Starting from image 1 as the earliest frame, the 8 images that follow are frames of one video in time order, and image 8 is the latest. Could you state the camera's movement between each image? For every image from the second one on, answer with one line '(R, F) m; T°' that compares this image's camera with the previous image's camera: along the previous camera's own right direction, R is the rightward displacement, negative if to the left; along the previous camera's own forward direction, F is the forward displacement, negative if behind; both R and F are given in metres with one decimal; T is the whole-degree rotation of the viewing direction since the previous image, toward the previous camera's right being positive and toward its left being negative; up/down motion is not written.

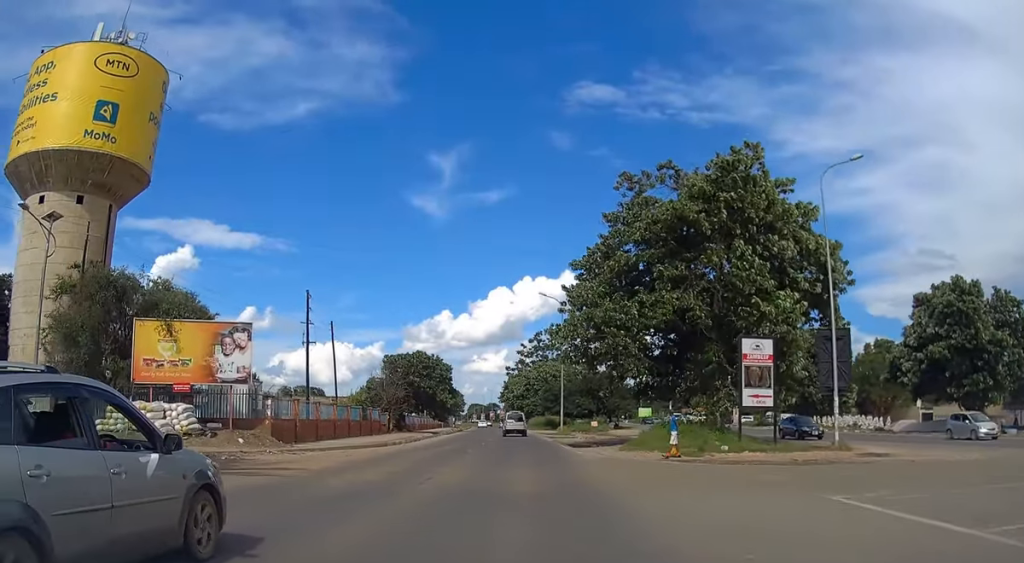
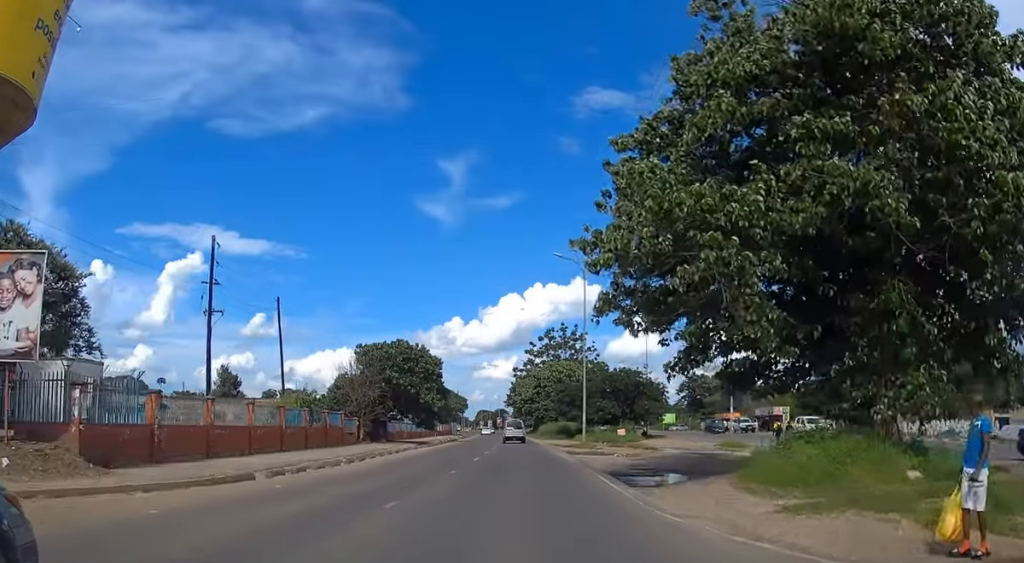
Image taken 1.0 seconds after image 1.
(-0.2, +16.7) m; -1°
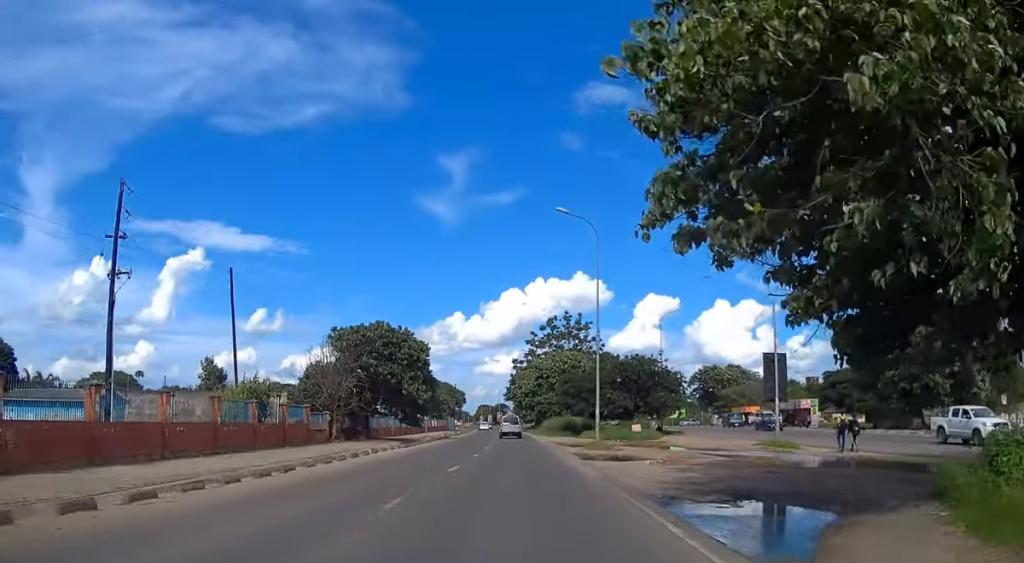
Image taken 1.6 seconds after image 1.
(0.0, +8.4) m; 0°
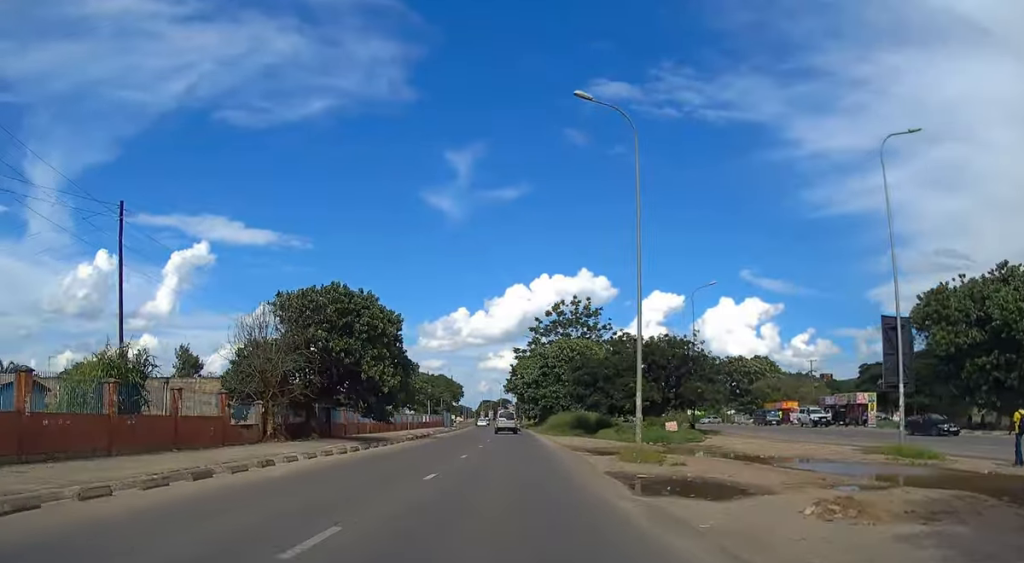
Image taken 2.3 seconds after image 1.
(0.0, +12.8) m; -1°
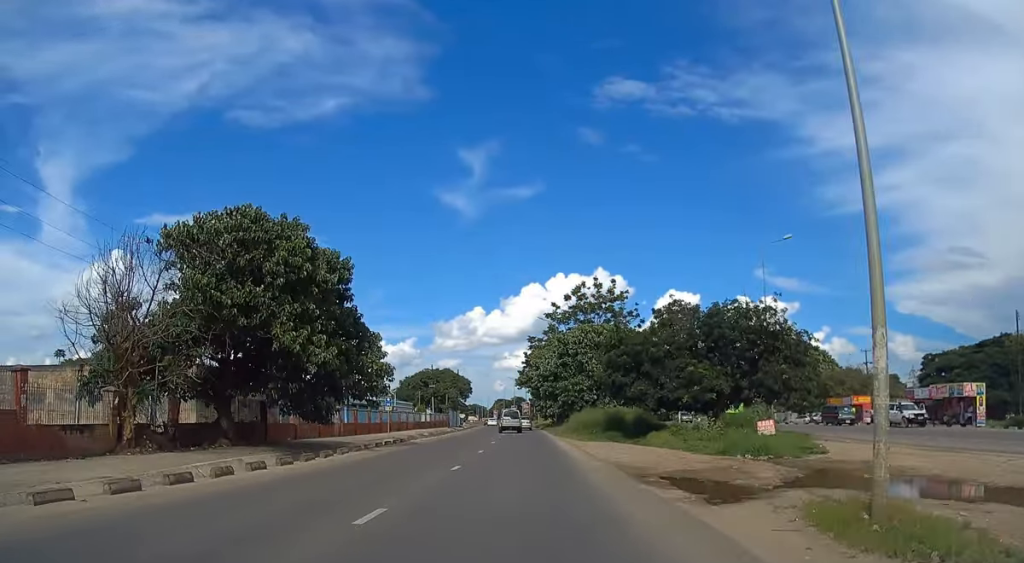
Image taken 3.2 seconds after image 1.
(-0.1, +15.0) m; -1°
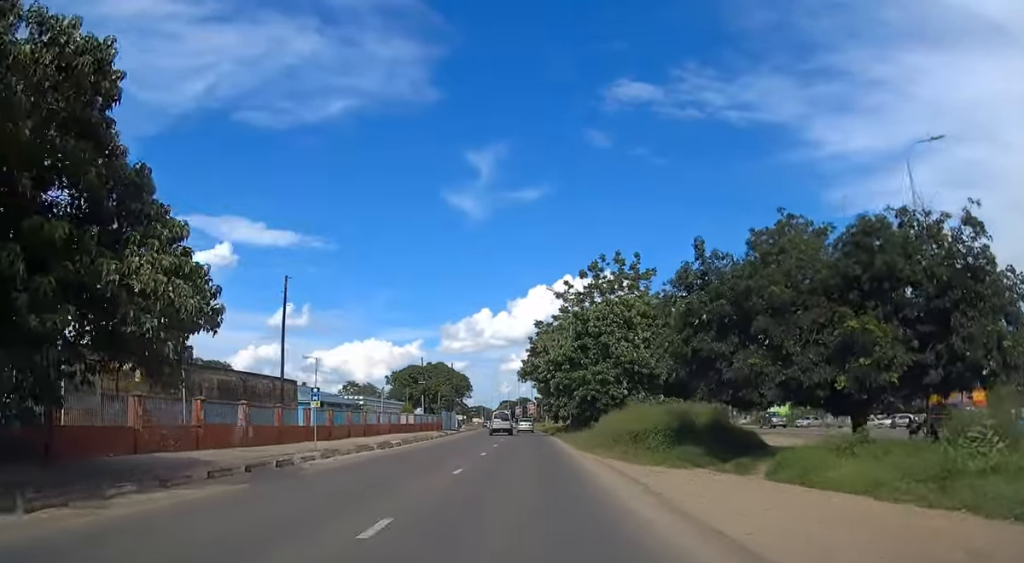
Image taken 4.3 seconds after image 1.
(-0.1, +18.4) m; -1°
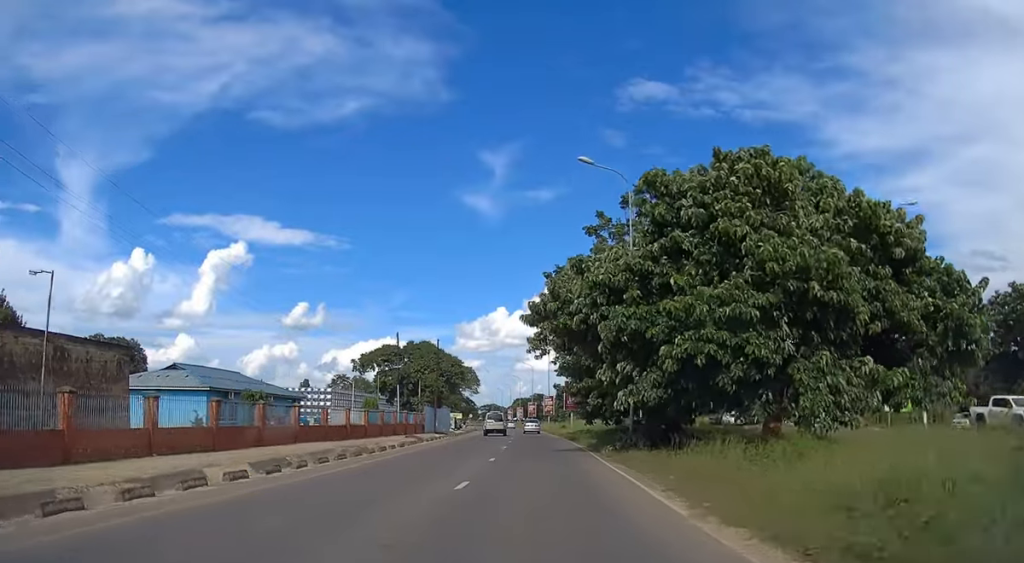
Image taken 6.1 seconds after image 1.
(-0.4, +30.3) m; -1°
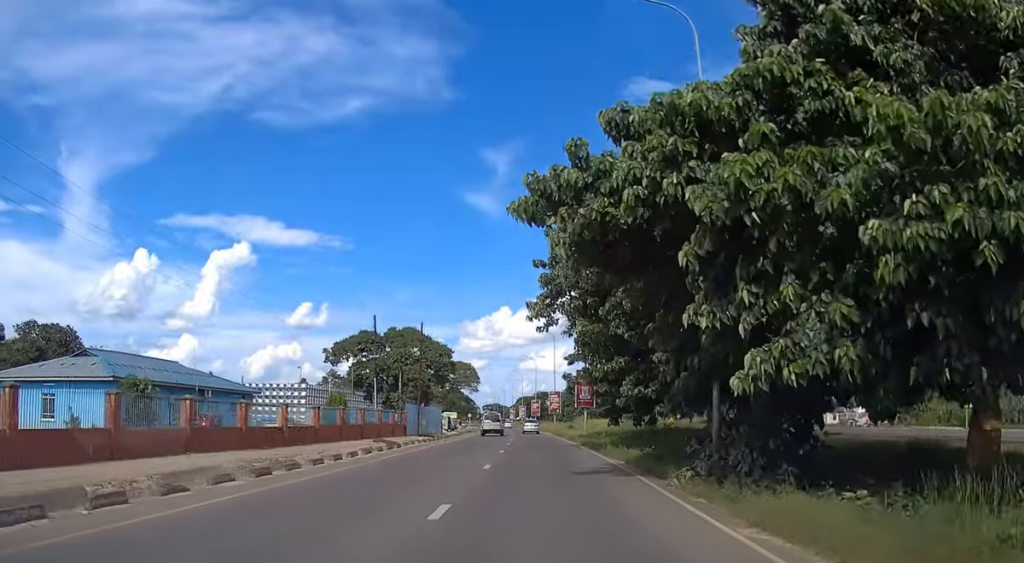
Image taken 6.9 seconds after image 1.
(0.0, +13.0) m; 0°
